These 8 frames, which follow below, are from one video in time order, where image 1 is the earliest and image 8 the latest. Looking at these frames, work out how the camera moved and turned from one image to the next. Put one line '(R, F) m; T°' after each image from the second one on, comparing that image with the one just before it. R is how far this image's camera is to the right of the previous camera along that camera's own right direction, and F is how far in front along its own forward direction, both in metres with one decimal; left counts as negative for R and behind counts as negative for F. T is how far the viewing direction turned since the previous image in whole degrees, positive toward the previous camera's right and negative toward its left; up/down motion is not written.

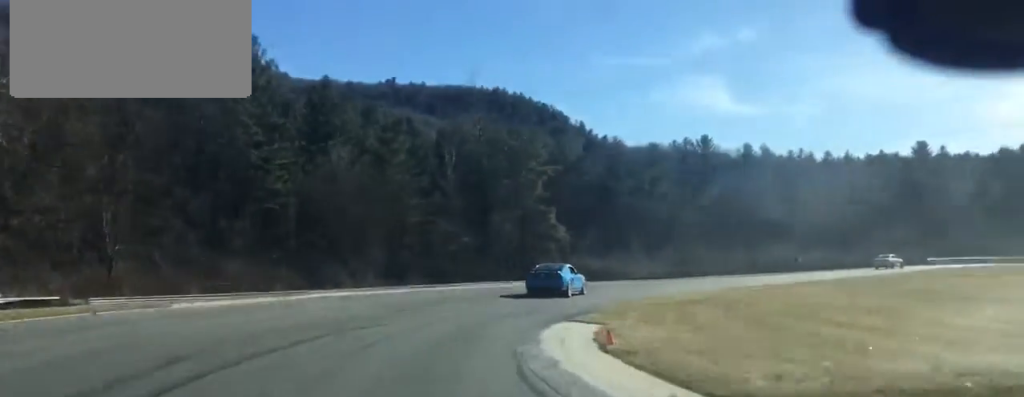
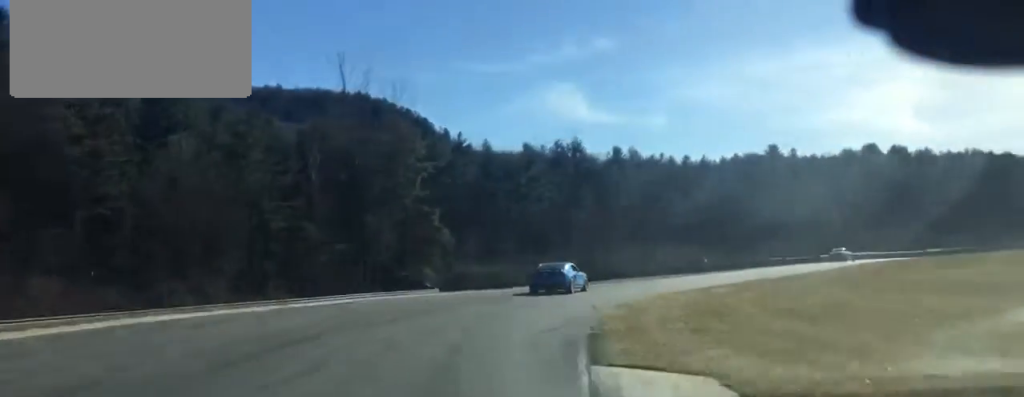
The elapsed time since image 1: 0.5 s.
(+1.2, +12.3) m; +9°
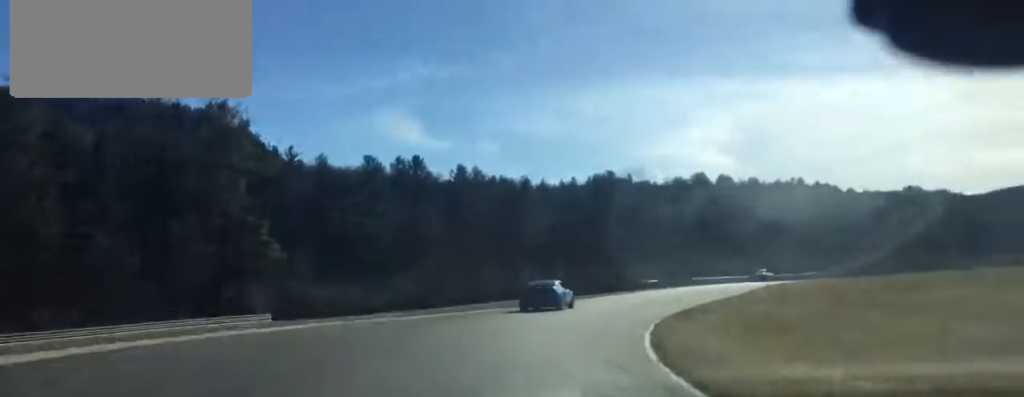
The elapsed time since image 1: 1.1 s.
(+1.8, +15.2) m; +11°
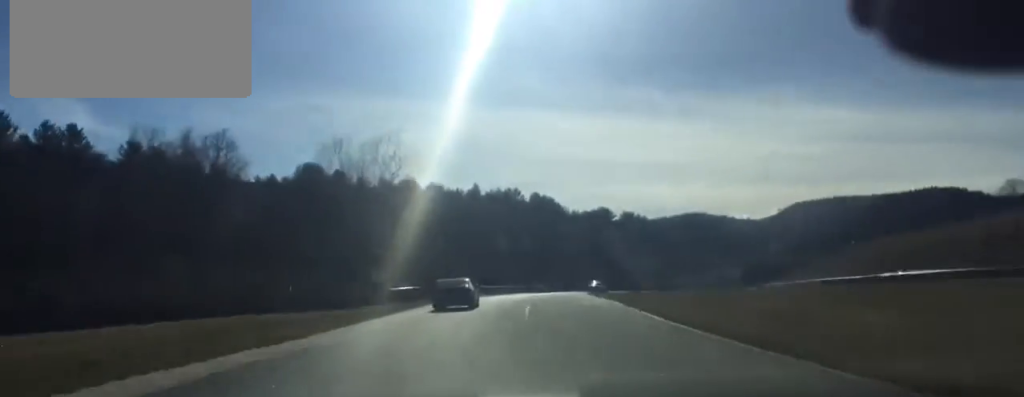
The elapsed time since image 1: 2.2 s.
(+3.7, +29.5) m; +14°
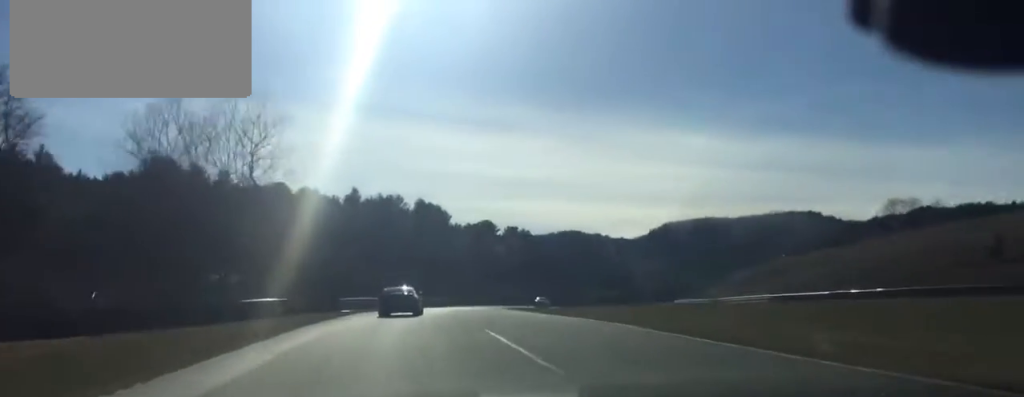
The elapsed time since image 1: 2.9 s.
(+1.7, +18.2) m; +7°
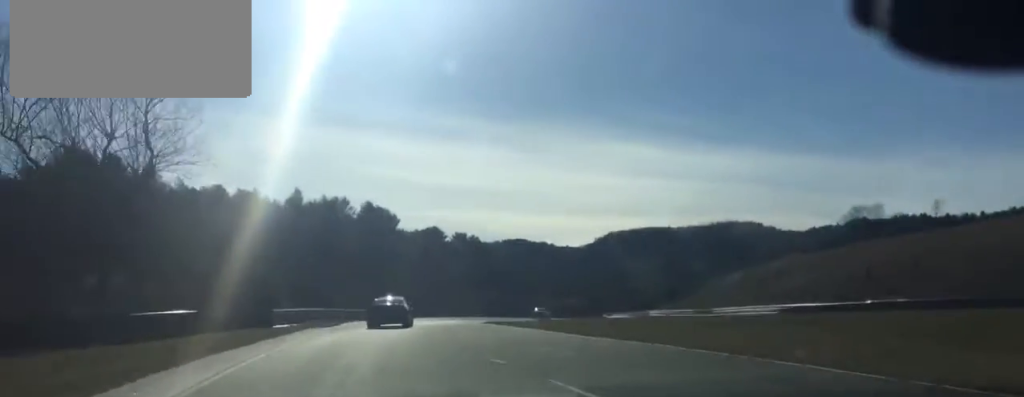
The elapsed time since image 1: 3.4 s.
(+0.5, +14.0) m; +5°
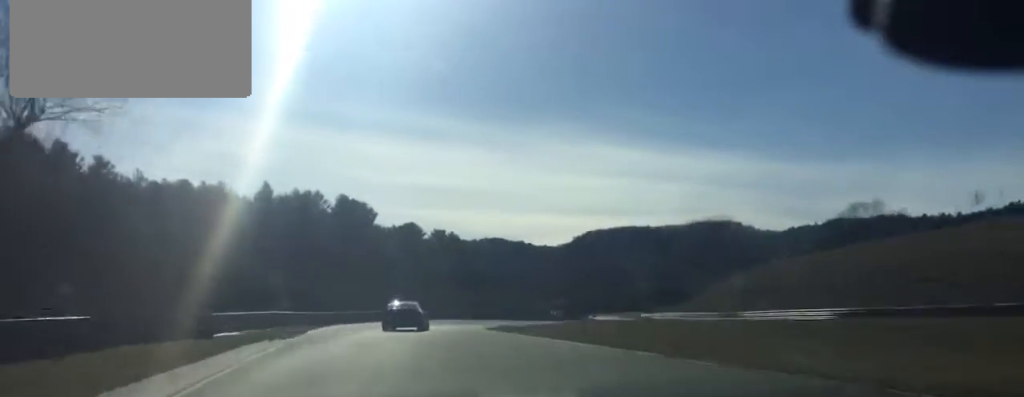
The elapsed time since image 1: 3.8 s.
(+0.6, +12.5) m; +4°
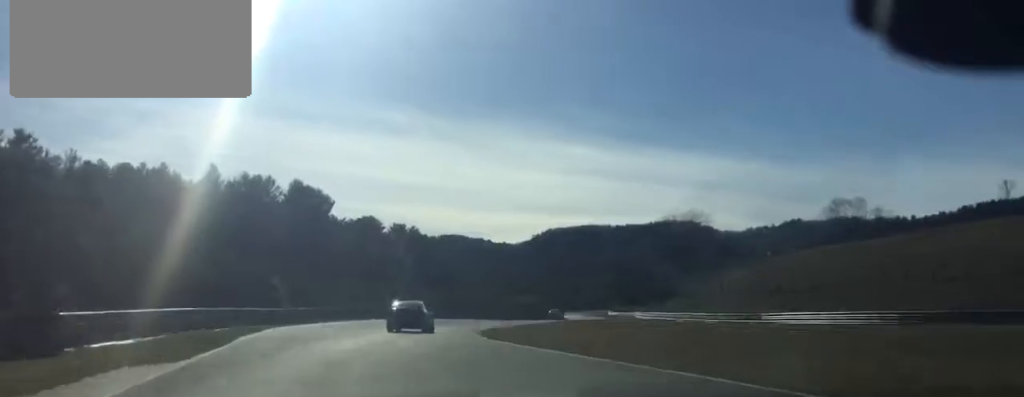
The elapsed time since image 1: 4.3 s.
(0.0, +12.7) m; +4°
